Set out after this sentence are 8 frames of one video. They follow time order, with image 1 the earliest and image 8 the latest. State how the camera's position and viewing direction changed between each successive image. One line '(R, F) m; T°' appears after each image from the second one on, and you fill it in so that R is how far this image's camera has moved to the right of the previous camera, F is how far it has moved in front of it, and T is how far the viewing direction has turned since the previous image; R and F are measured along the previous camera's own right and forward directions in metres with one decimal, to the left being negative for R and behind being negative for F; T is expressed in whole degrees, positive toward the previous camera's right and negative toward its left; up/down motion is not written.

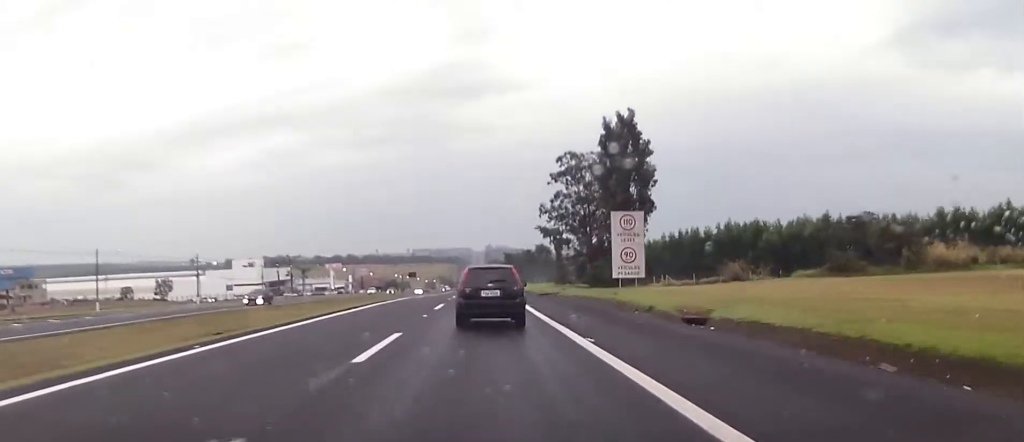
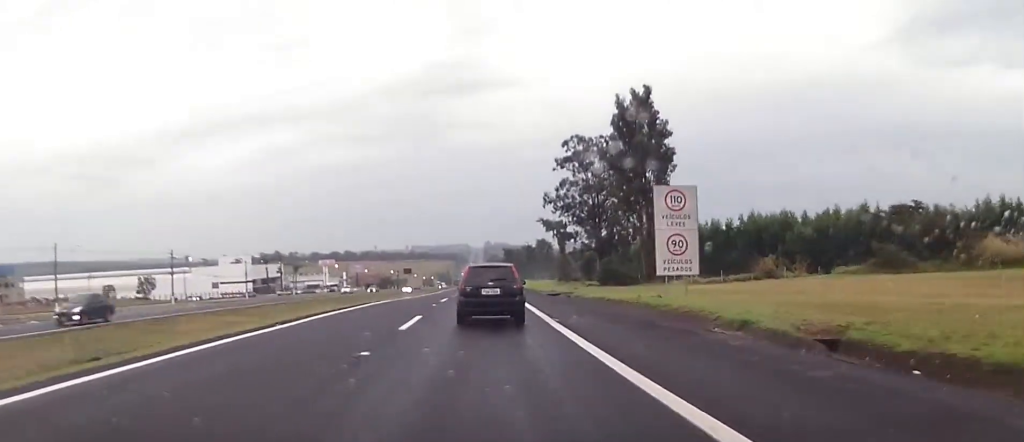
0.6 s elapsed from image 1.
(-0.1, +10.7) m; 0°
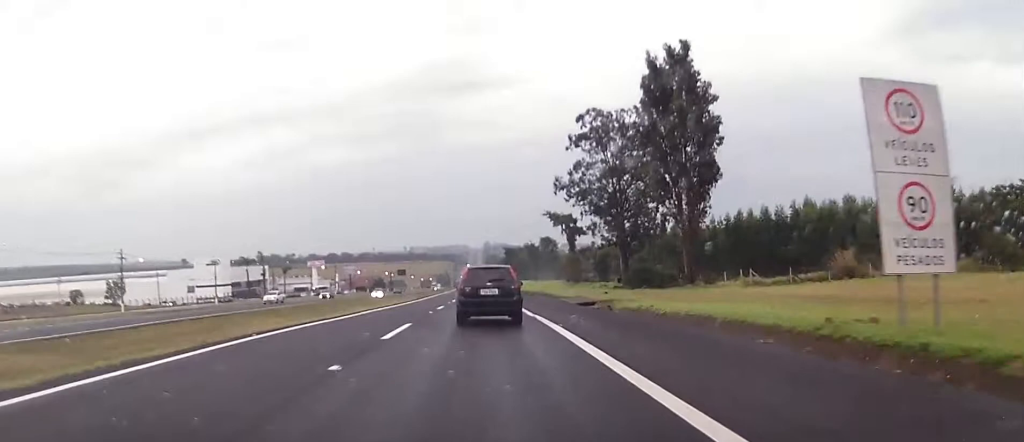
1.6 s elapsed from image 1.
(+0.1, +17.8) m; 0°
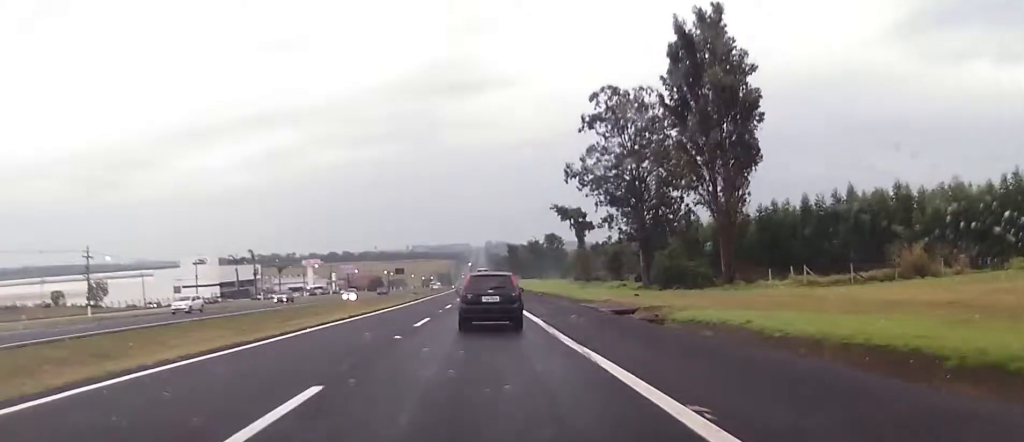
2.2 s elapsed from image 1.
(-0.1, +10.2) m; 0°
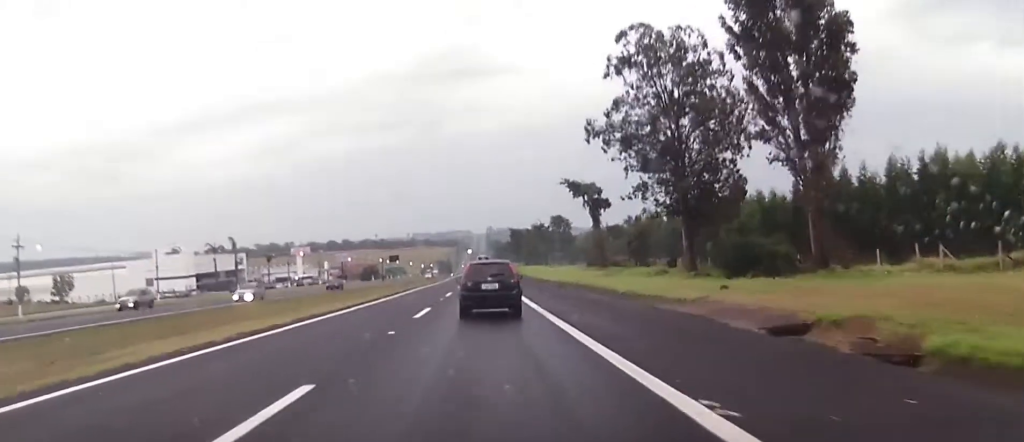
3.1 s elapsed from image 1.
(+0.1, +16.3) m; 0°
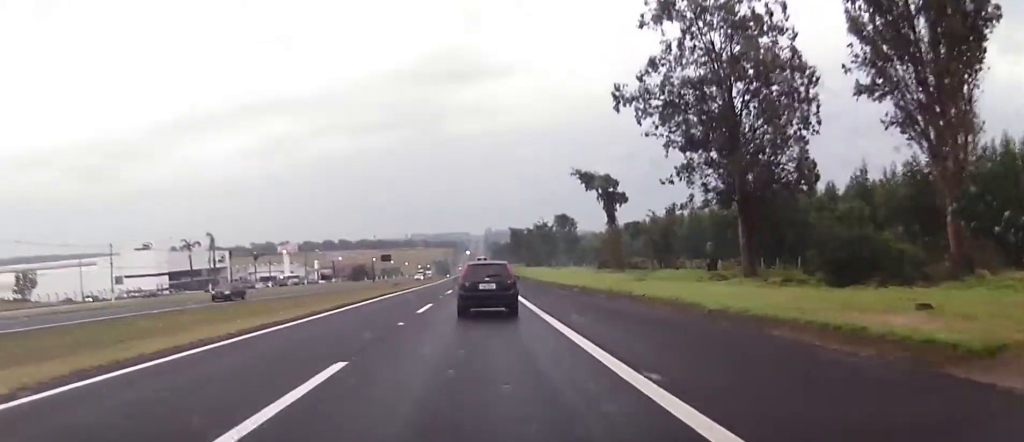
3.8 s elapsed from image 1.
(+0.1, +13.8) m; 0°
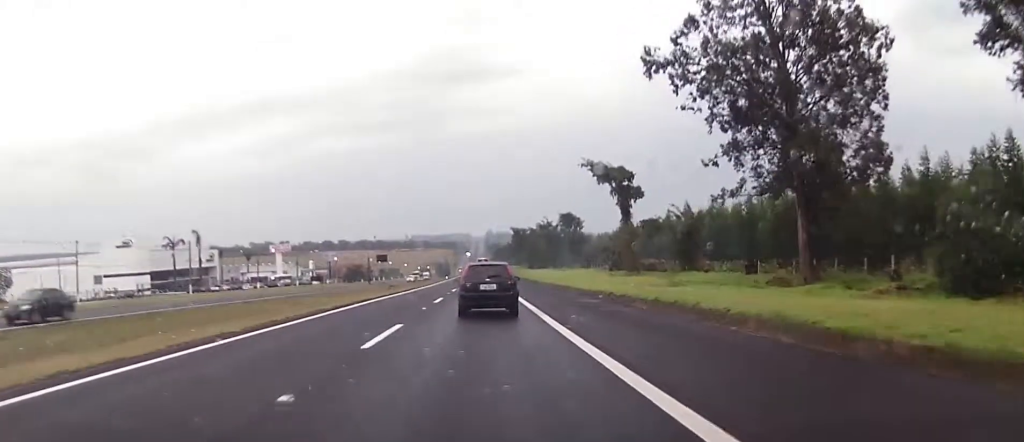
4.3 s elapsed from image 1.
(-0.1, +8.9) m; -1°
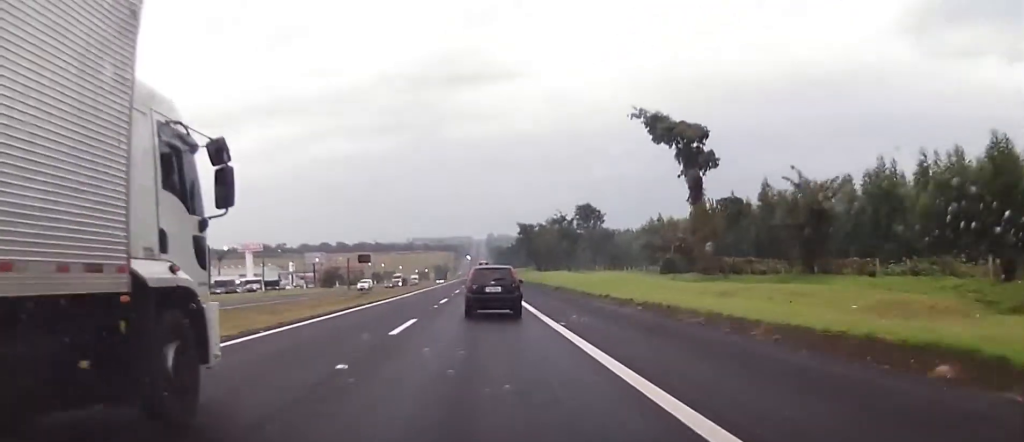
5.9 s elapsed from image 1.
(-0.1, +26.3) m; 0°
